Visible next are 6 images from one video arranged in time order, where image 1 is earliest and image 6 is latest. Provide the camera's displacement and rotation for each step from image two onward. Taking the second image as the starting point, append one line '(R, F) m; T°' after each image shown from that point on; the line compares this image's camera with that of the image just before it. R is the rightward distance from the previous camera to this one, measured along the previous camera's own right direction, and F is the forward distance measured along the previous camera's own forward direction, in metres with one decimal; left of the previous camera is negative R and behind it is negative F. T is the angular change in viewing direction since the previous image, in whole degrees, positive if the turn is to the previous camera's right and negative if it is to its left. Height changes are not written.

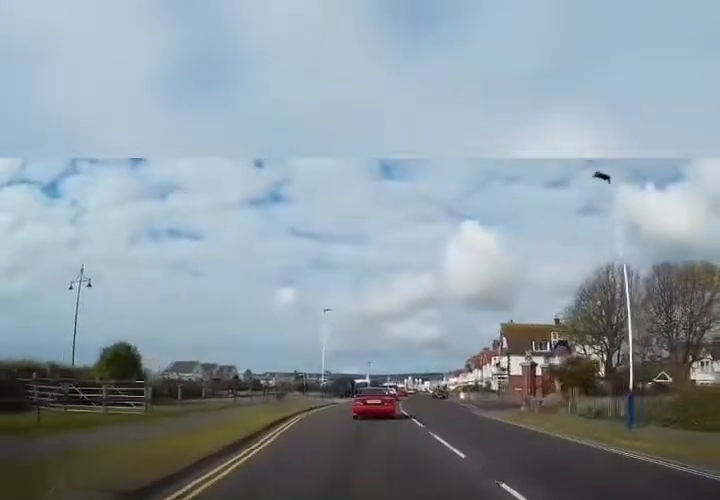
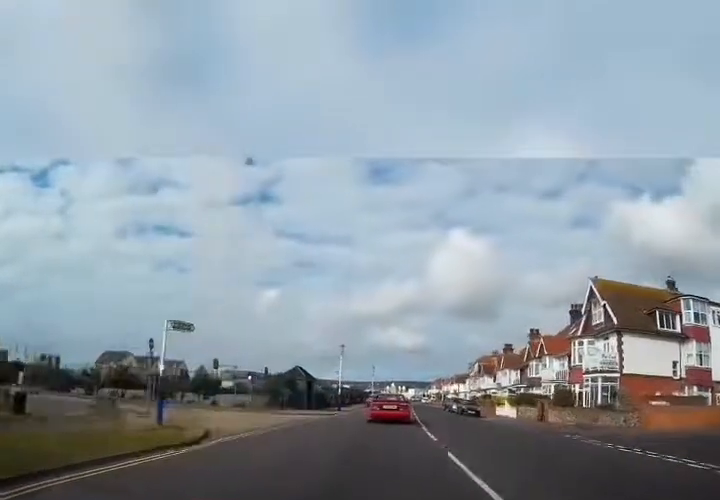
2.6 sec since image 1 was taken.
(+0.5, +28.4) m; +3°
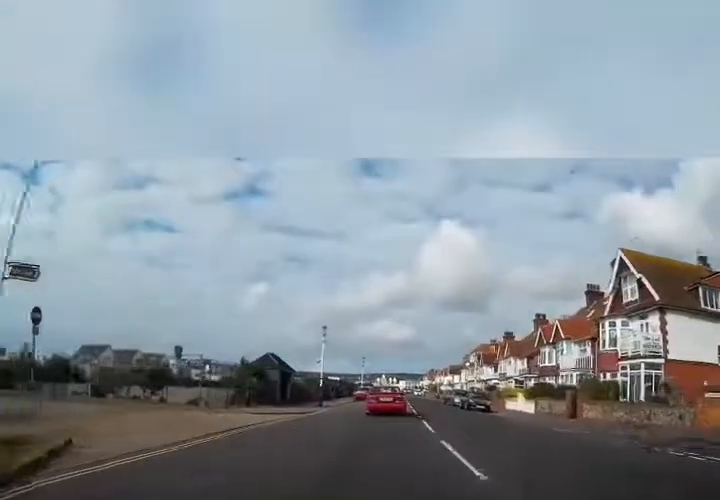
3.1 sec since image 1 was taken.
(+0.1, +5.7) m; +1°
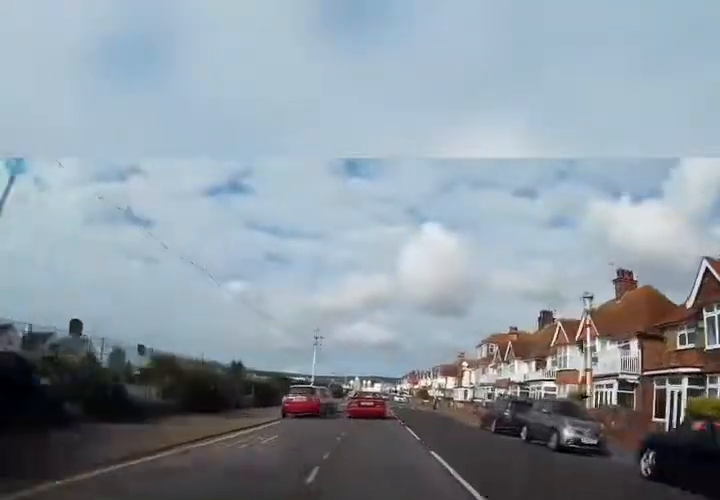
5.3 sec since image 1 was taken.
(+0.4, +24.5) m; +3°
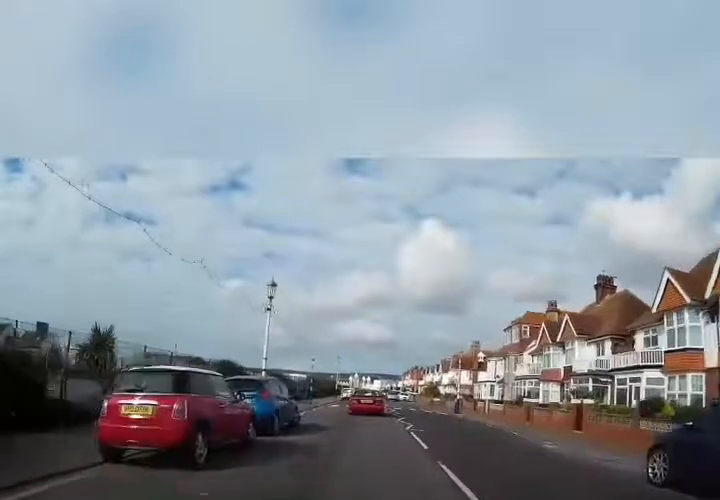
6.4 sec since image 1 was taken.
(+0.4, +13.3) m; +1°
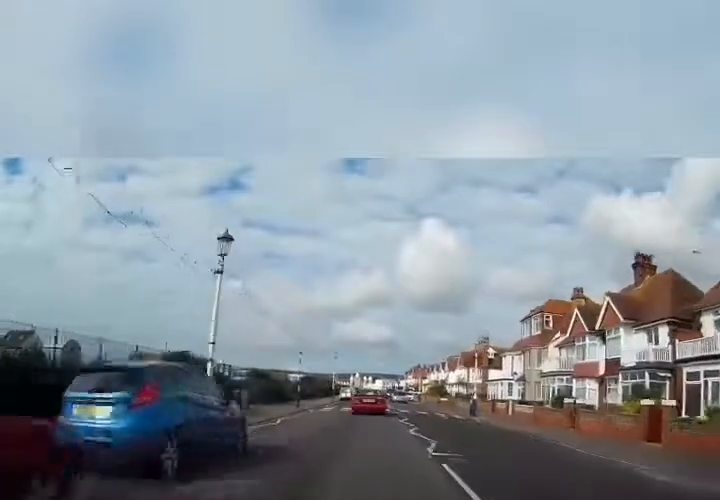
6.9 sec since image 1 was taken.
(+0.1, +5.8) m; -1°
